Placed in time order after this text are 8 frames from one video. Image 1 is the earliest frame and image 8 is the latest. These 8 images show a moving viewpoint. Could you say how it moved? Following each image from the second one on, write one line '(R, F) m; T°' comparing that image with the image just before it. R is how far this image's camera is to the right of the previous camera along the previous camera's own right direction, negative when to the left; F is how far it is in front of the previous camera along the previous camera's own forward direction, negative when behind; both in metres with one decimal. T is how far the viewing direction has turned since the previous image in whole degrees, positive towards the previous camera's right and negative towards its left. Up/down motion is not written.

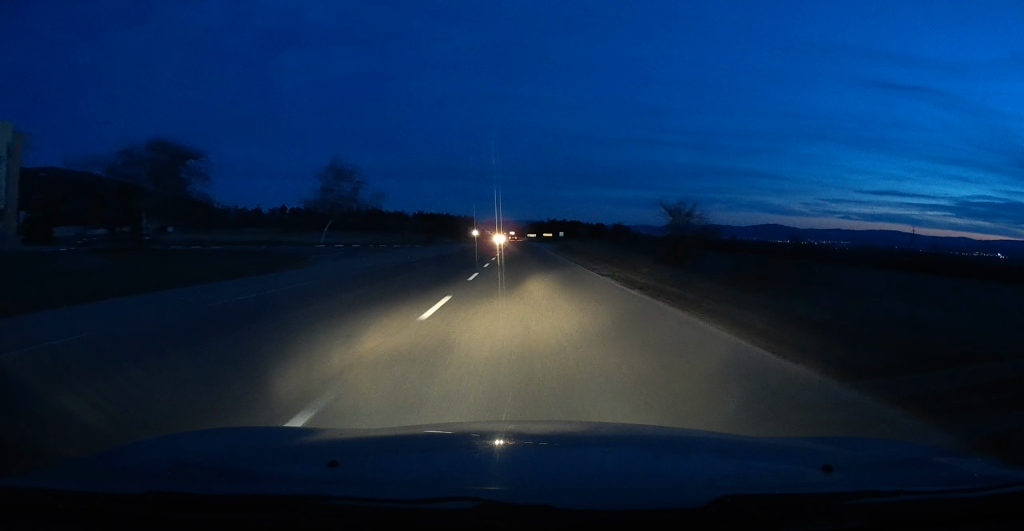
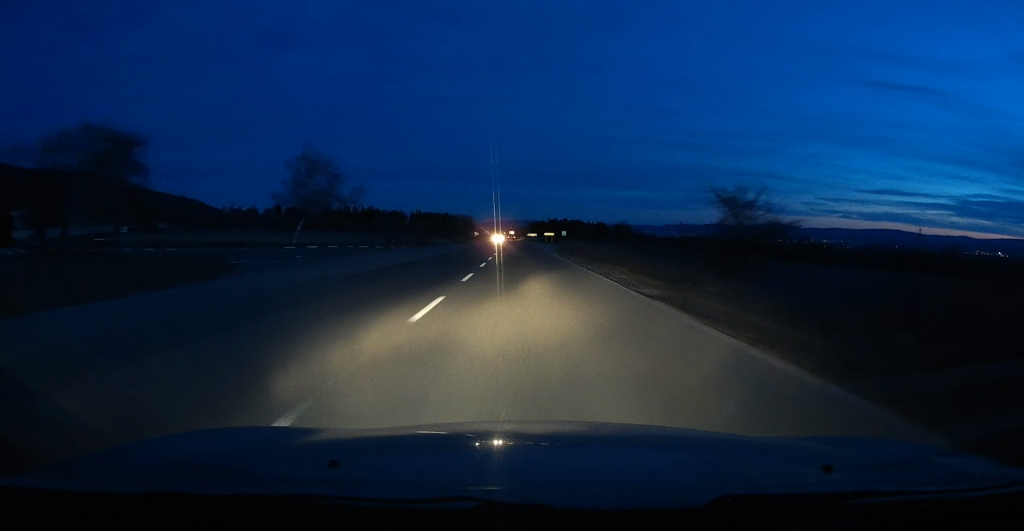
(0.0, +8.2) m; 0°
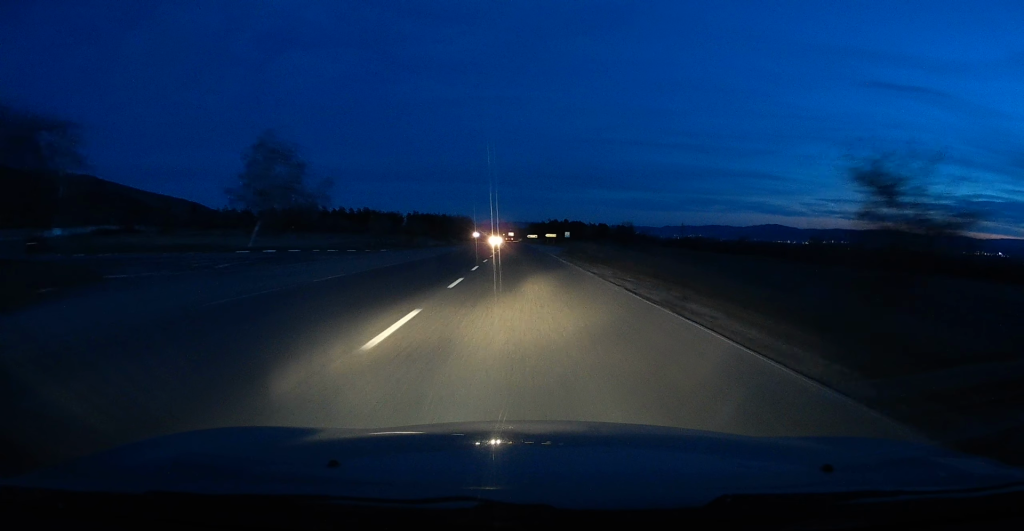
(+0.2, +9.5) m; 0°
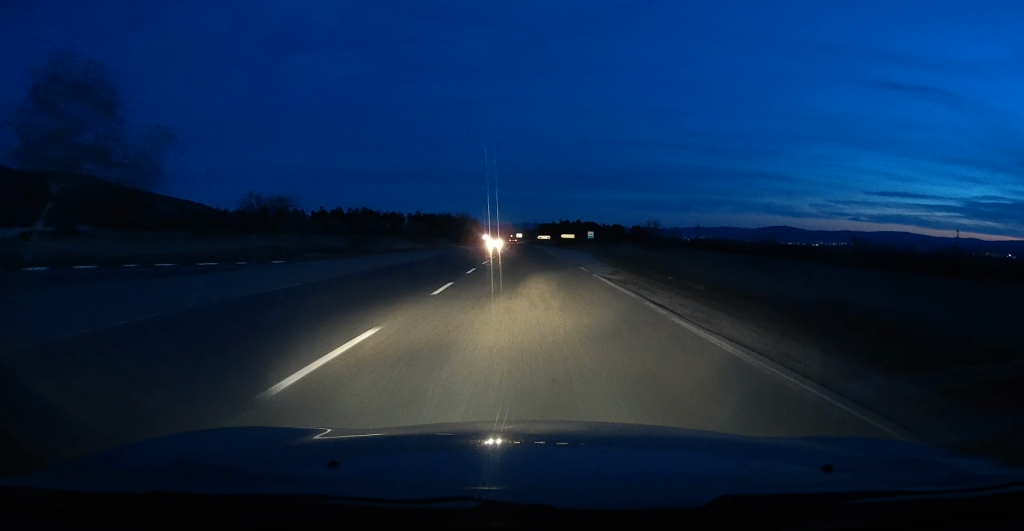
(0.0, +24.9) m; 0°
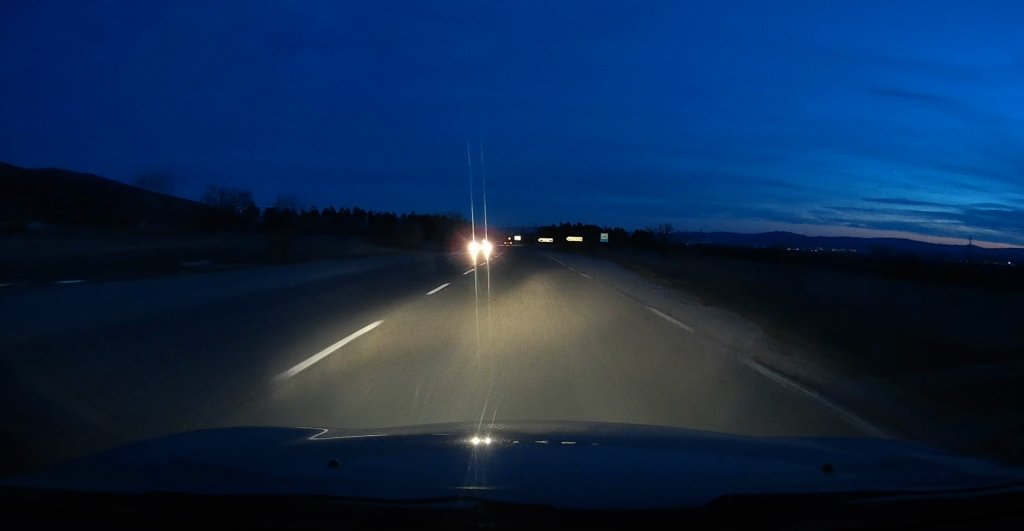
(+0.1, +14.8) m; 0°
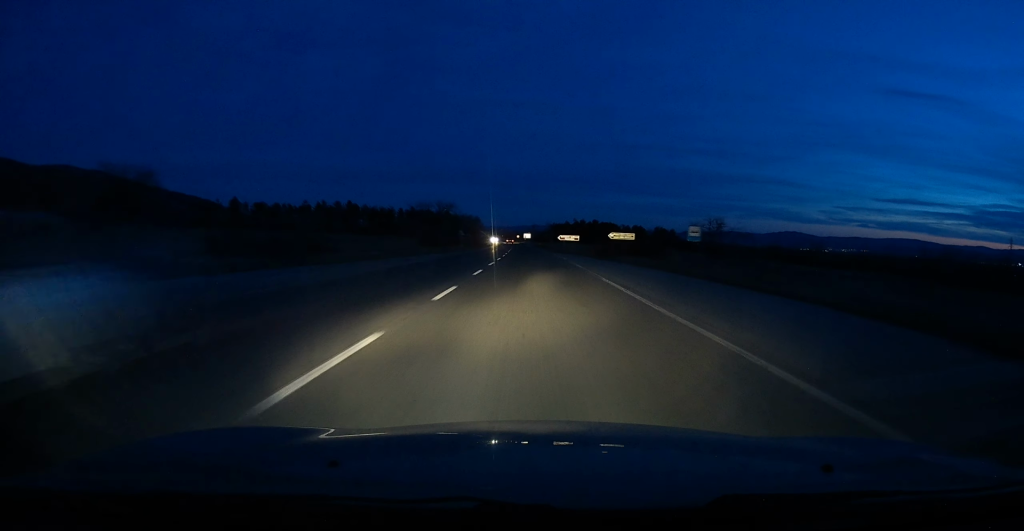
(-0.4, +31.6) m; -2°
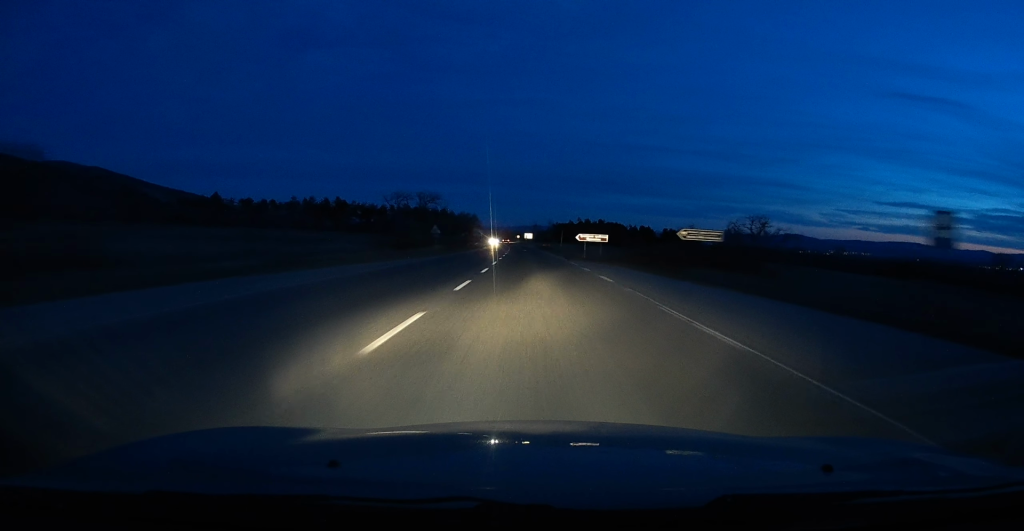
(-0.1, +20.8) m; 0°
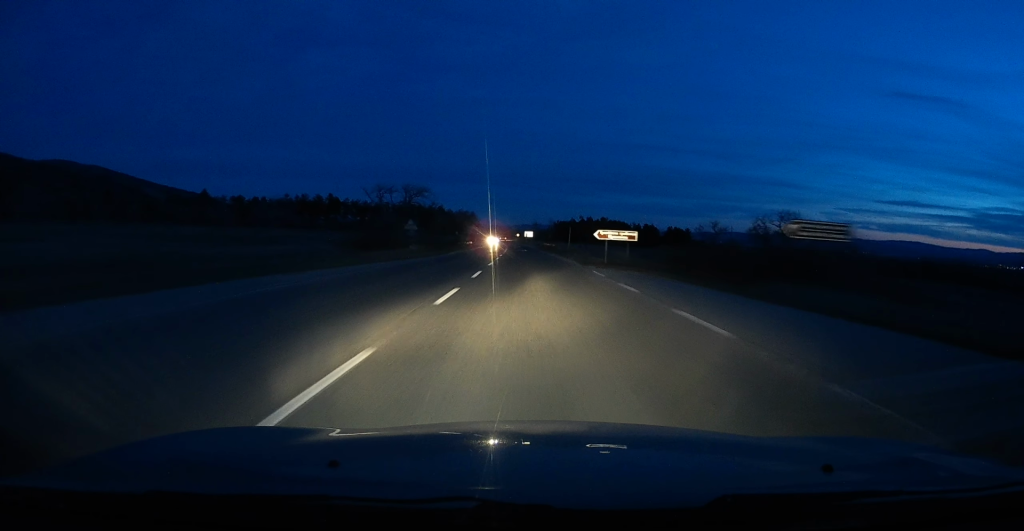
(+0.1, +10.8) m; 0°
